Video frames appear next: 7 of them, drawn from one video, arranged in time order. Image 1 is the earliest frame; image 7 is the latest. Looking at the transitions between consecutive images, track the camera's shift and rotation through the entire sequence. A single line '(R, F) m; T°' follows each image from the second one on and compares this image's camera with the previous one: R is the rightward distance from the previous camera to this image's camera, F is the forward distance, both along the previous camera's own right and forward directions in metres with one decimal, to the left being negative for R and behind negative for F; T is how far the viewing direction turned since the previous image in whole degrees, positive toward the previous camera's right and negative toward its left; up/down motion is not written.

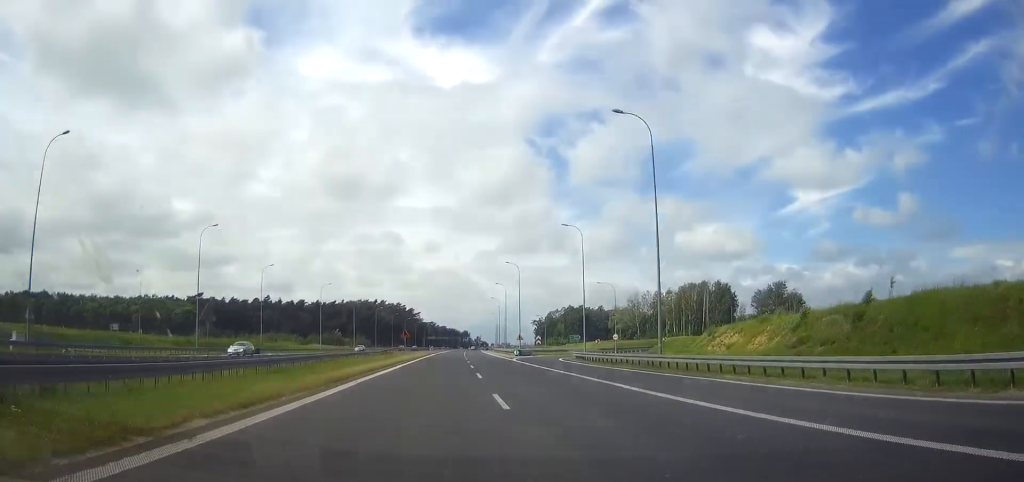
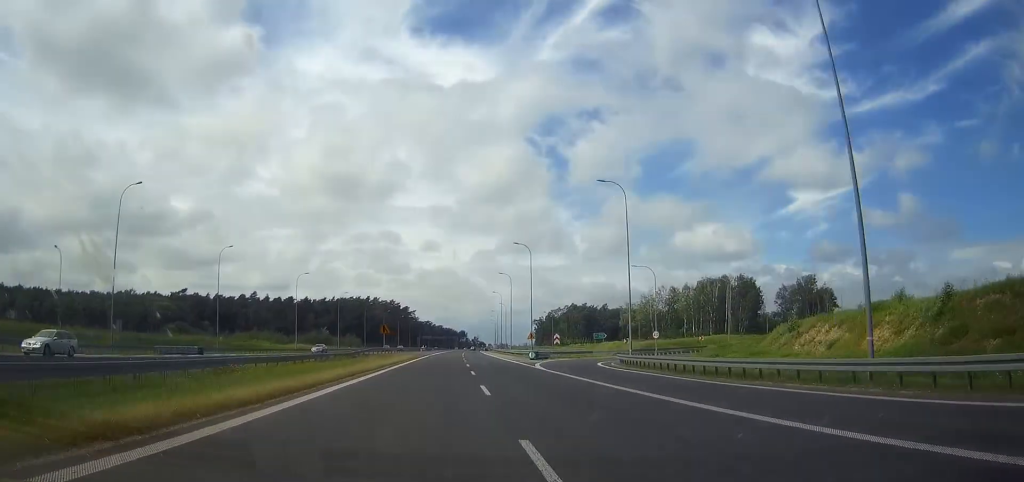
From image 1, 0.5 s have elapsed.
(0.0, +20.1) m; 0°
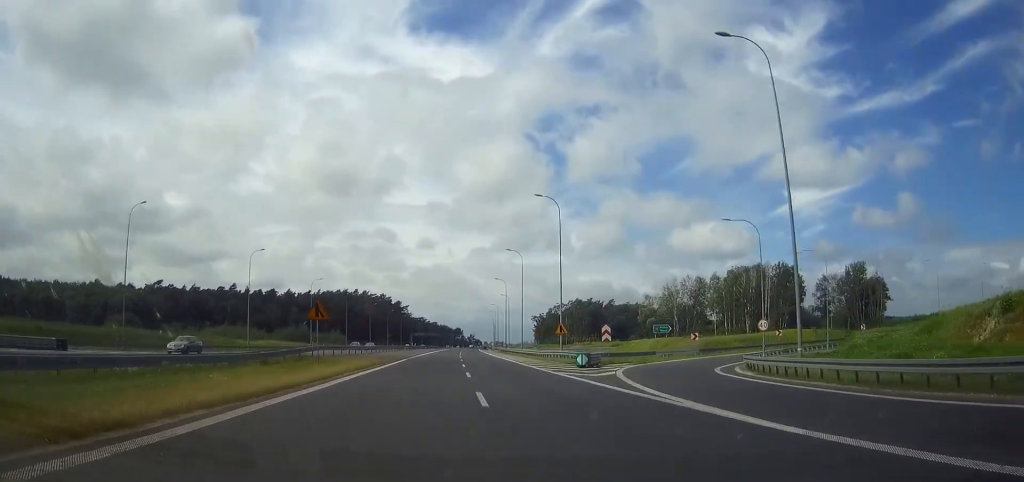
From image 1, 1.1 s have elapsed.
(0.0, +27.2) m; 0°
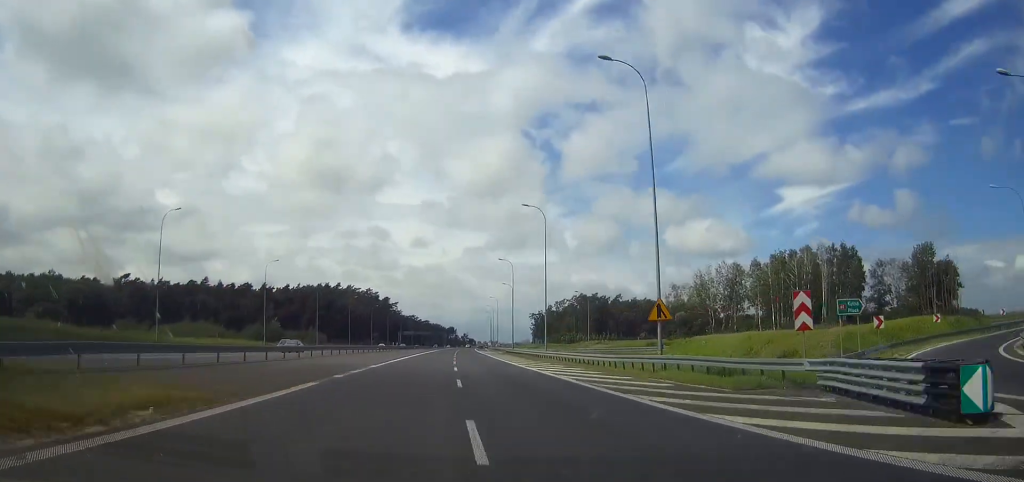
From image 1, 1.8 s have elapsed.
(0.0, +30.0) m; 0°
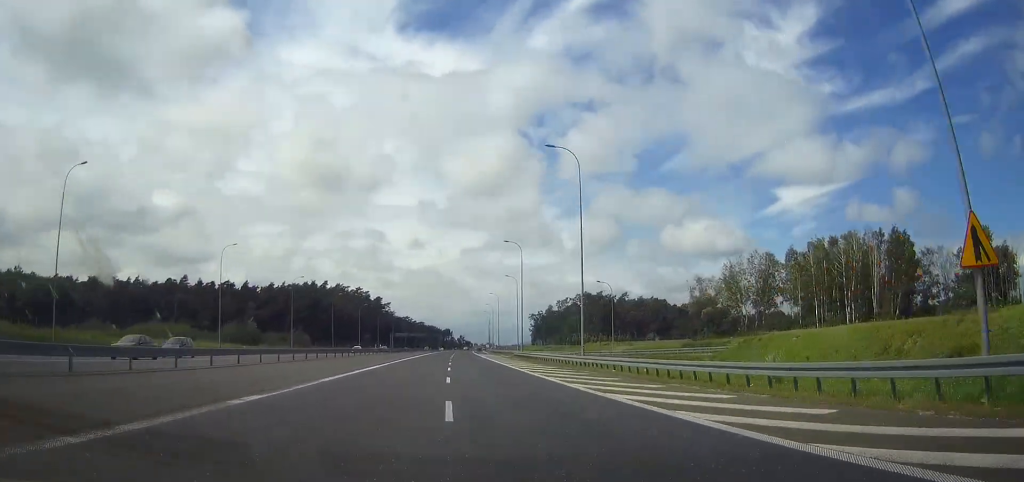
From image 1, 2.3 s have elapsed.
(+0.1, +20.0) m; 0°
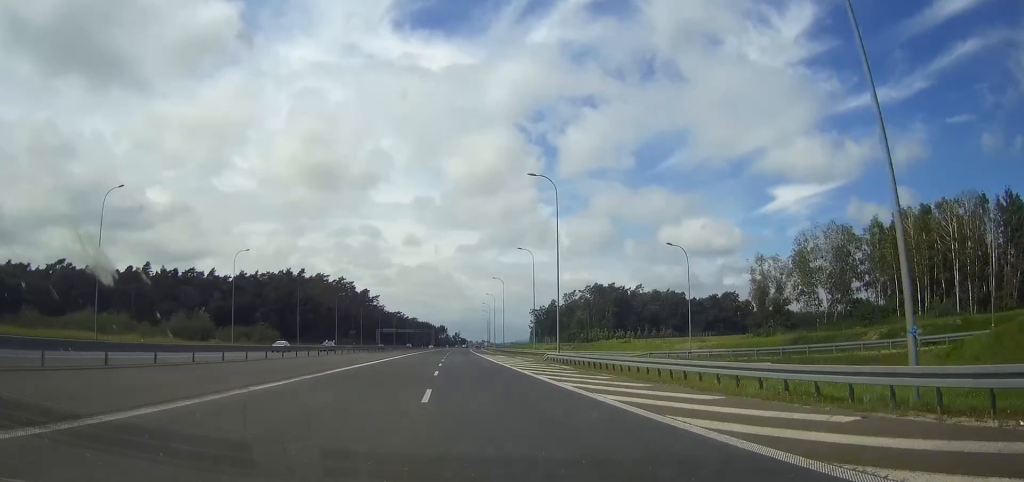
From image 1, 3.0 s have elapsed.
(+0.2, +32.9) m; +1°
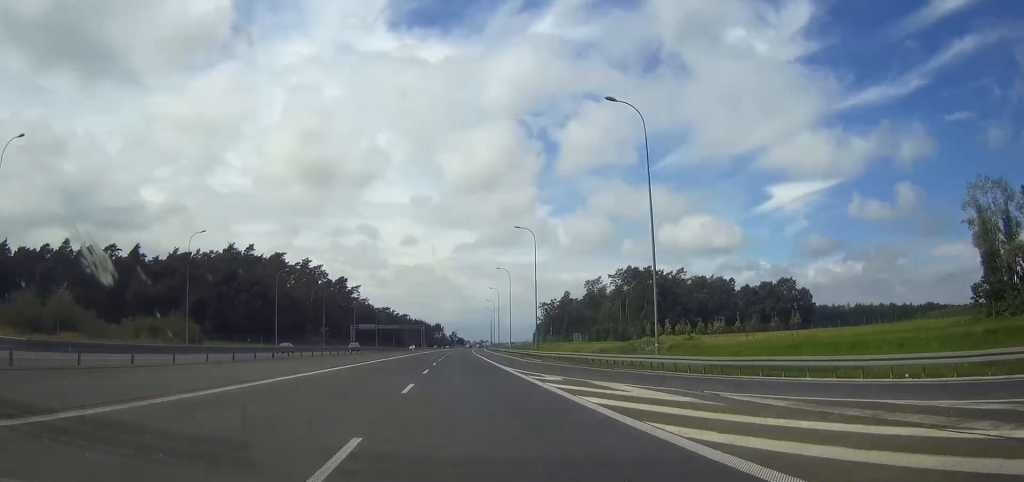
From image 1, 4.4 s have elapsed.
(+0.5, +57.1) m; +1°
